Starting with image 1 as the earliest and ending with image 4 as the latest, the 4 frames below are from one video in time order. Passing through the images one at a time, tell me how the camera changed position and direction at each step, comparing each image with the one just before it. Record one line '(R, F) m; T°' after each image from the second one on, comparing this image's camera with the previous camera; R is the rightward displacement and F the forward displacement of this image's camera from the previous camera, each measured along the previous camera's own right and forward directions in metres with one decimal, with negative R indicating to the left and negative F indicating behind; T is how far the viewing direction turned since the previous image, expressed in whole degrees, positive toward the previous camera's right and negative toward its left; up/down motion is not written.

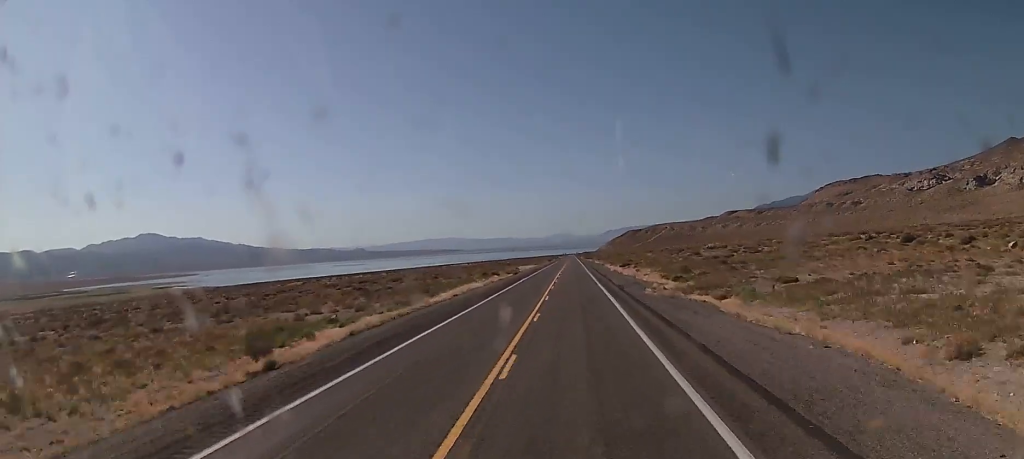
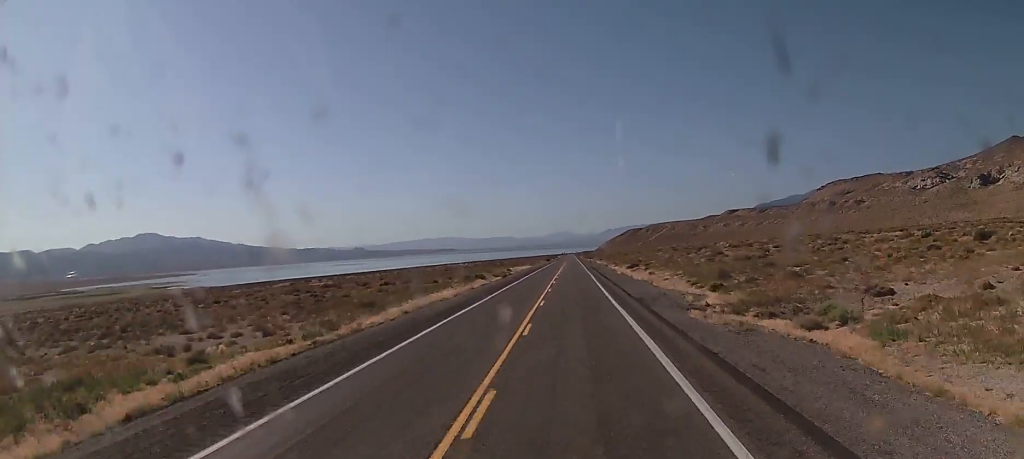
(-0.2, +17.0) m; +1°
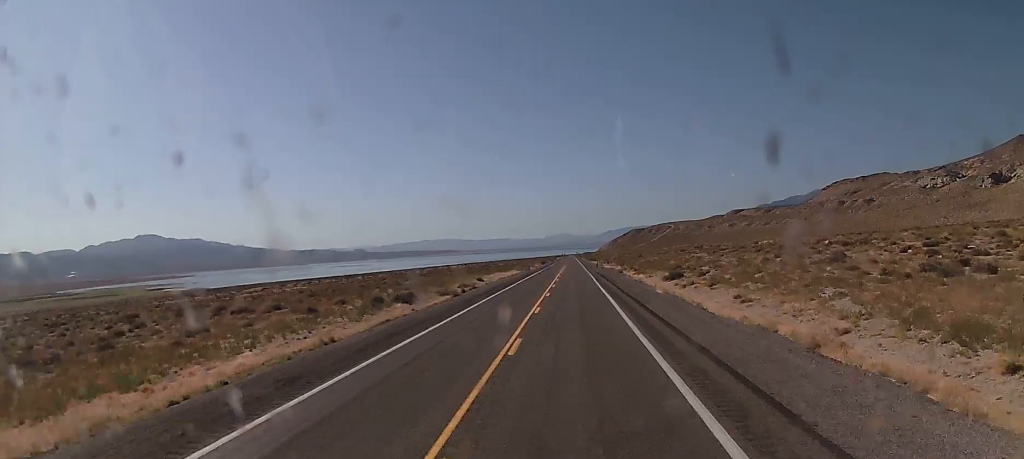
(+0.5, +41.2) m; 0°
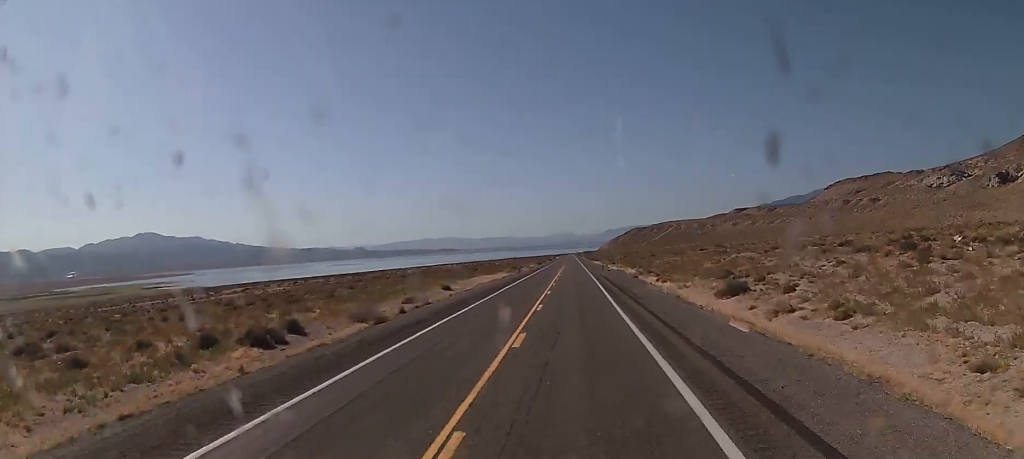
(-0.2, +23.2) m; 0°
